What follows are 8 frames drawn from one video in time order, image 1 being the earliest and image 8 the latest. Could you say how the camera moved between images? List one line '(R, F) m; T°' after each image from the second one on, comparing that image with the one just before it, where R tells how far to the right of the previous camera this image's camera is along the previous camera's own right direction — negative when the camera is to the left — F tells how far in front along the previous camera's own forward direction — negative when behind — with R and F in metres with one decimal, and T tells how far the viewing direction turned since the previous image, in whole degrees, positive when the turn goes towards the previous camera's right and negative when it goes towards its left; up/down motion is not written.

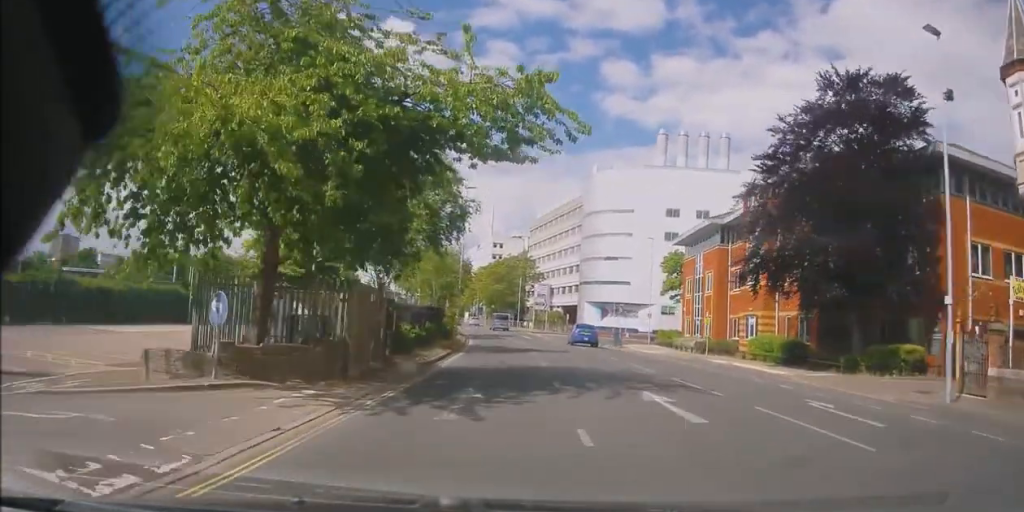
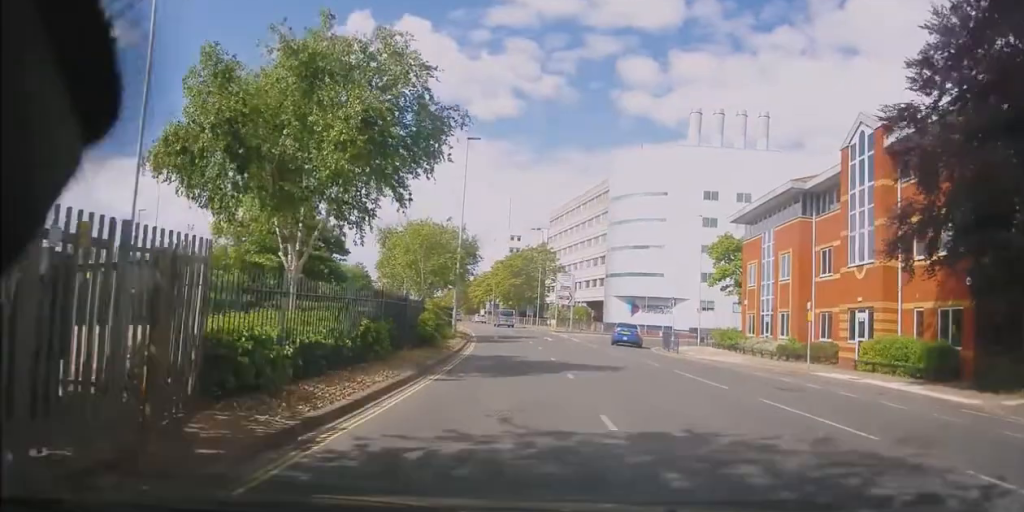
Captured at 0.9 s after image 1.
(-0.2, +10.1) m; -5°
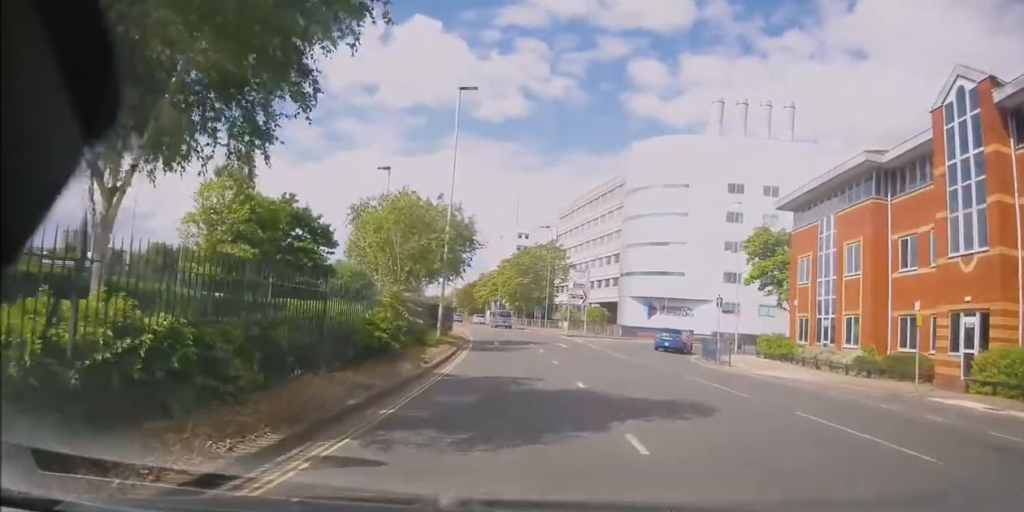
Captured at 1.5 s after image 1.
(-0.3, +6.7) m; -5°
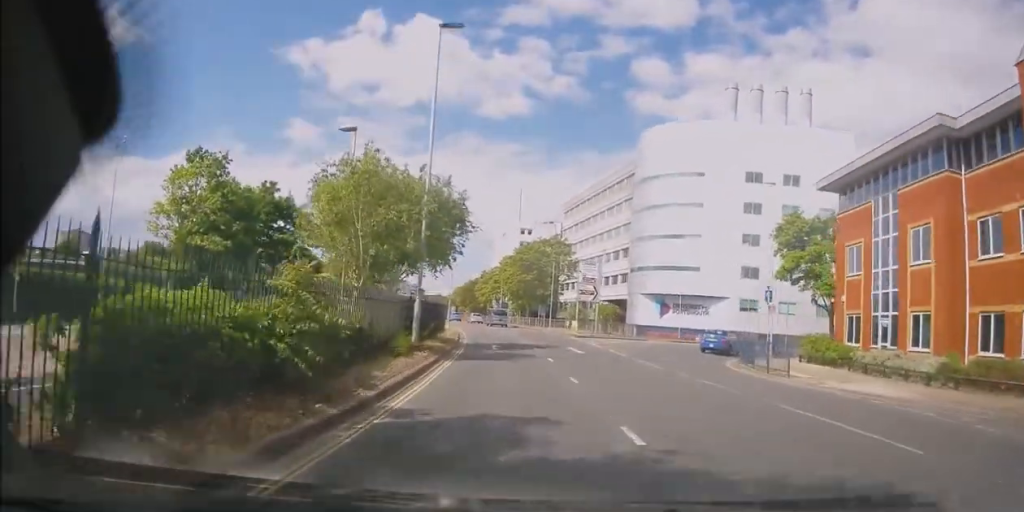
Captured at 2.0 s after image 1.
(-0.3, +5.2) m; -2°
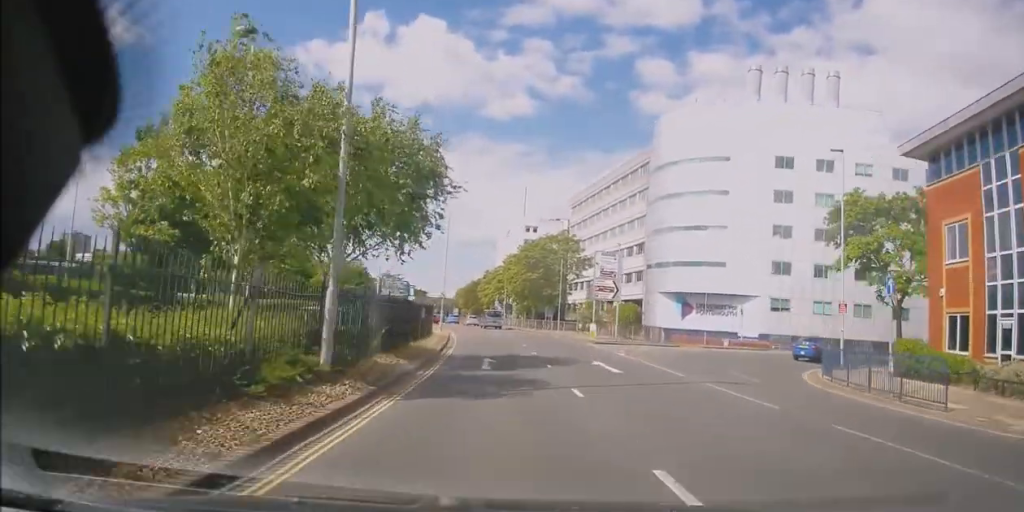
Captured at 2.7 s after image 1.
(-0.2, +7.7) m; -1°
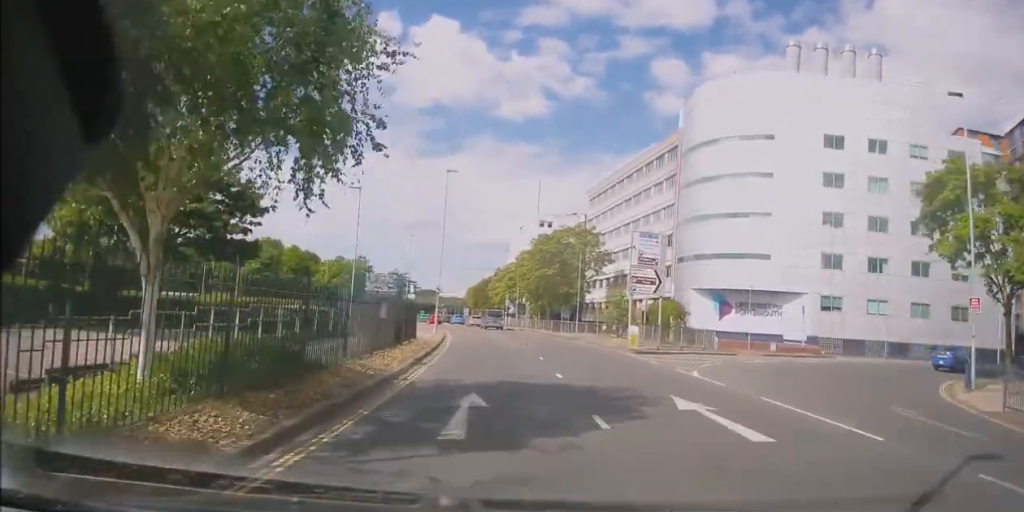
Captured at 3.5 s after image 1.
(0.0, +8.6) m; 0°
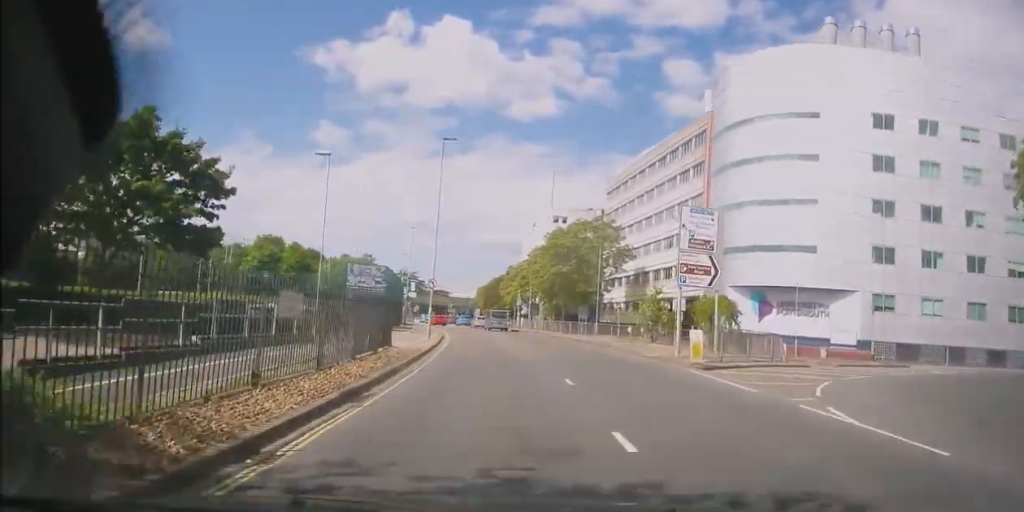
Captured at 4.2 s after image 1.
(+0.1, +7.0) m; -1°
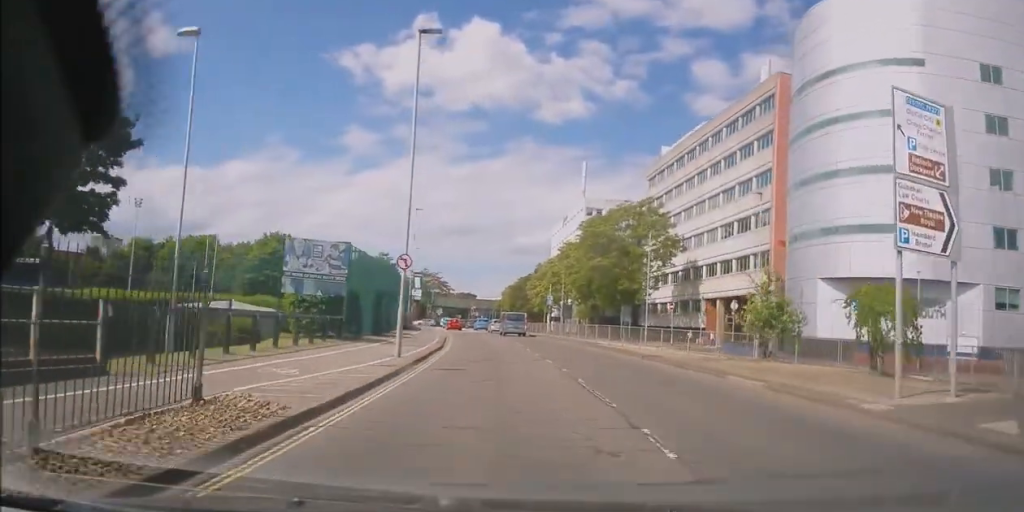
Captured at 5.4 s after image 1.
(-0.4, +12.6) m; -4°
